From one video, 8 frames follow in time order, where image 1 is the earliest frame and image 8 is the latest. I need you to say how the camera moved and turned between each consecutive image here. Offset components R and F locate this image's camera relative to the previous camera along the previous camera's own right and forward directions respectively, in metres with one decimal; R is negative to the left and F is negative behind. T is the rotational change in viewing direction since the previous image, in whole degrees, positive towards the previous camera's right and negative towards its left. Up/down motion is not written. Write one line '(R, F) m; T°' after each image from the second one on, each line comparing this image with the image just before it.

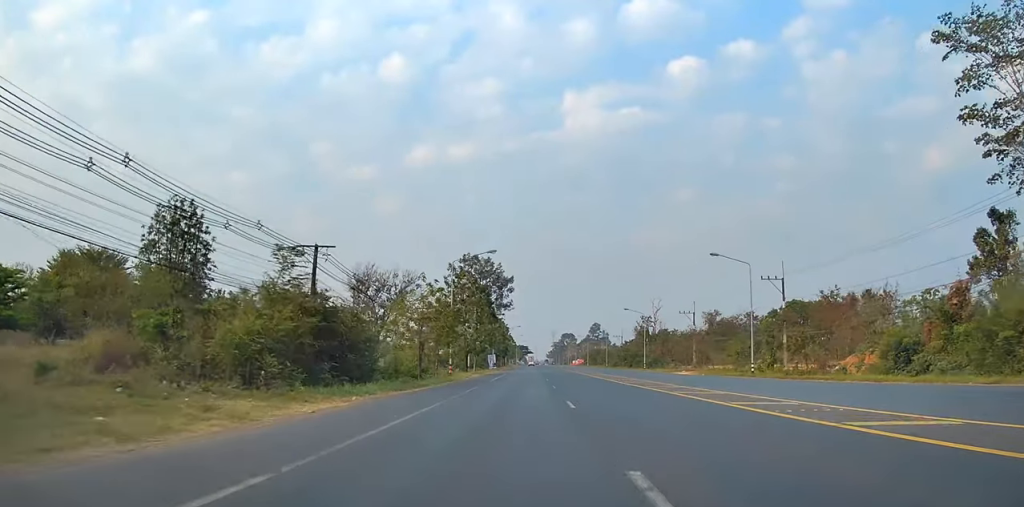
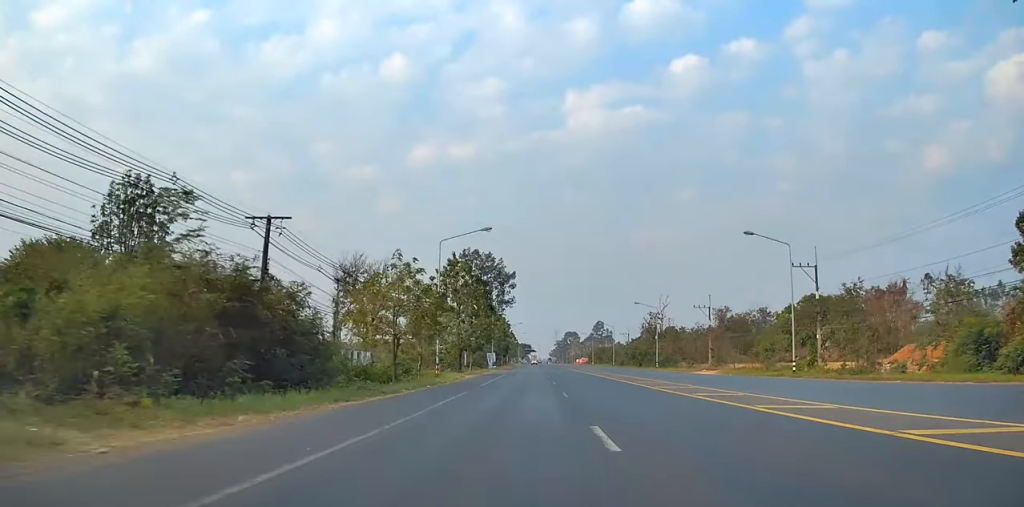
(0.0, +7.7) m; 0°
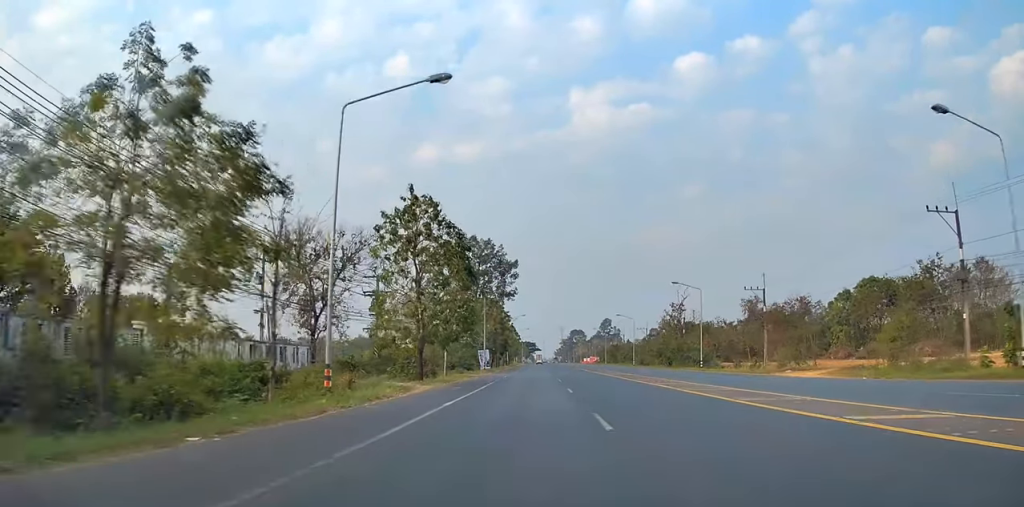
(-0.2, +21.7) m; 0°
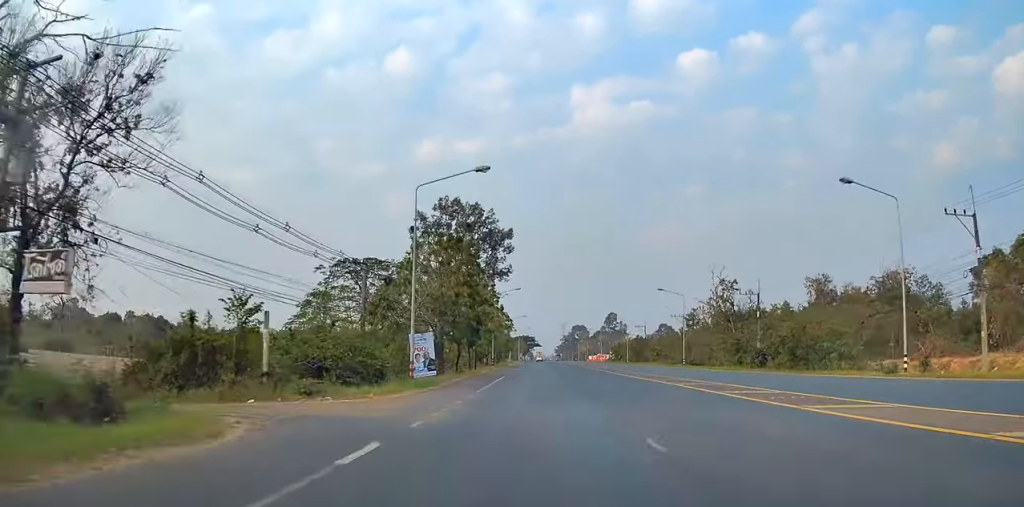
(-0.1, +39.3) m; 0°
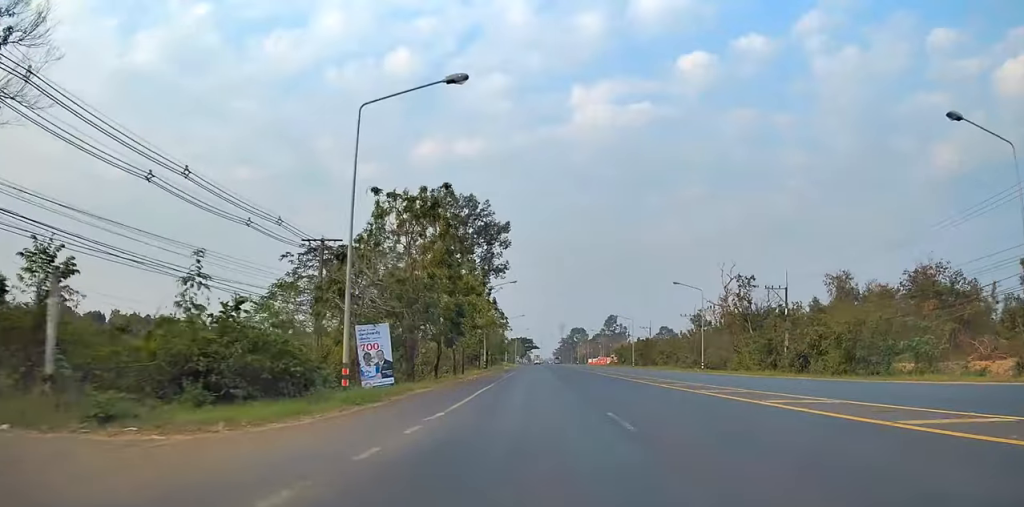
(+0.2, +9.9) m; 0°
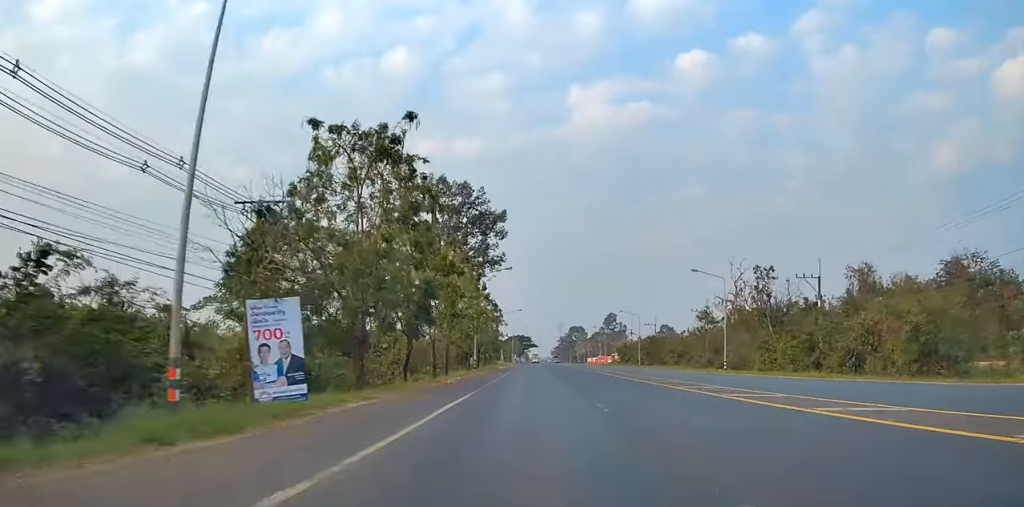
(-0.1, +8.6) m; 0°
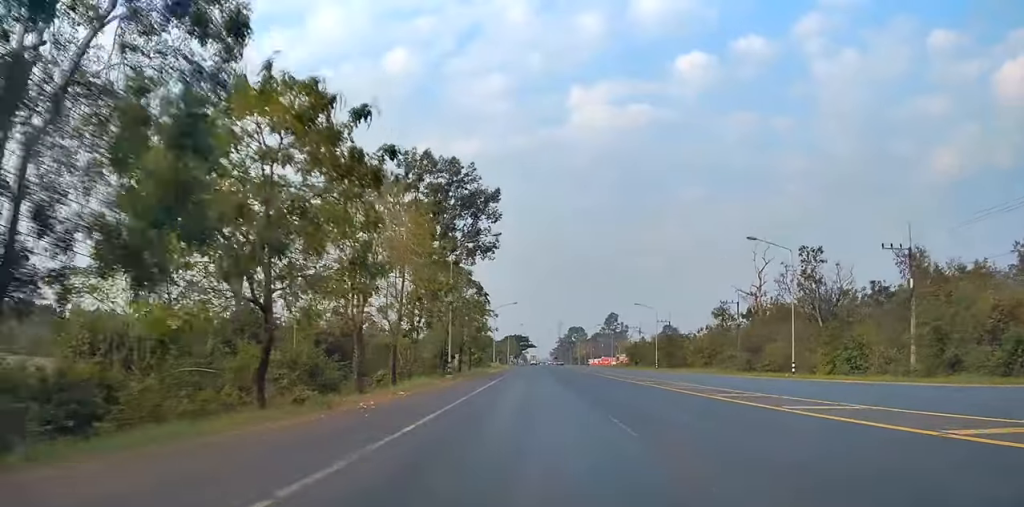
(-0.2, +16.6) m; 0°
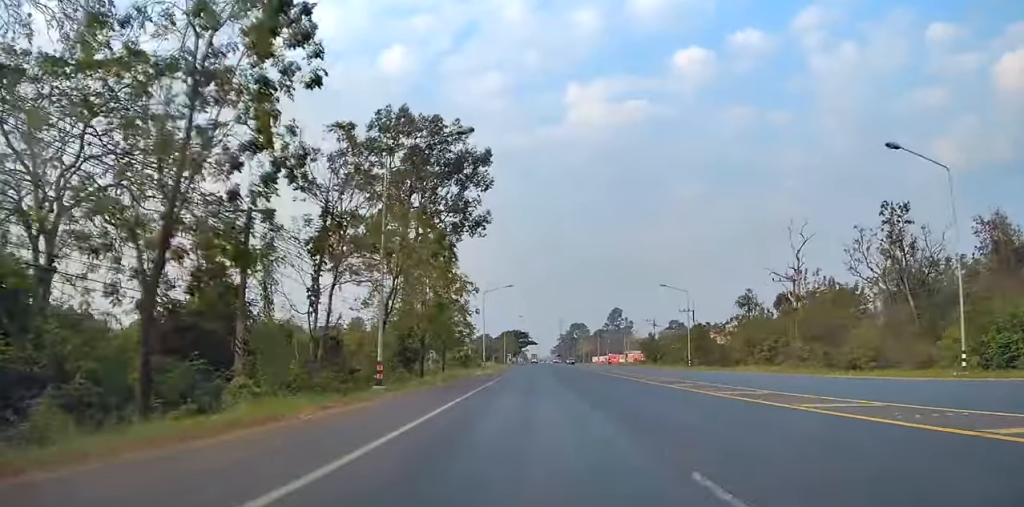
(+0.3, +19.5) m; 0°
